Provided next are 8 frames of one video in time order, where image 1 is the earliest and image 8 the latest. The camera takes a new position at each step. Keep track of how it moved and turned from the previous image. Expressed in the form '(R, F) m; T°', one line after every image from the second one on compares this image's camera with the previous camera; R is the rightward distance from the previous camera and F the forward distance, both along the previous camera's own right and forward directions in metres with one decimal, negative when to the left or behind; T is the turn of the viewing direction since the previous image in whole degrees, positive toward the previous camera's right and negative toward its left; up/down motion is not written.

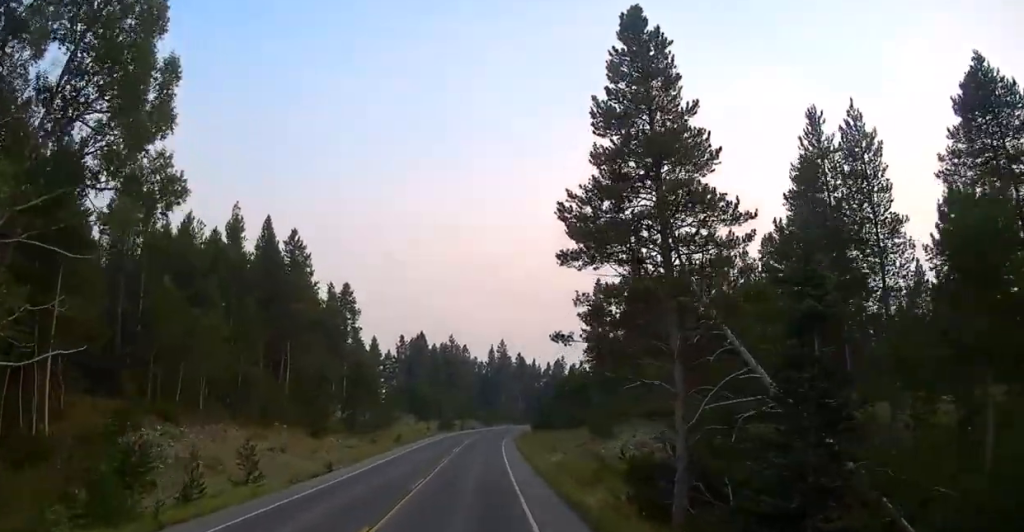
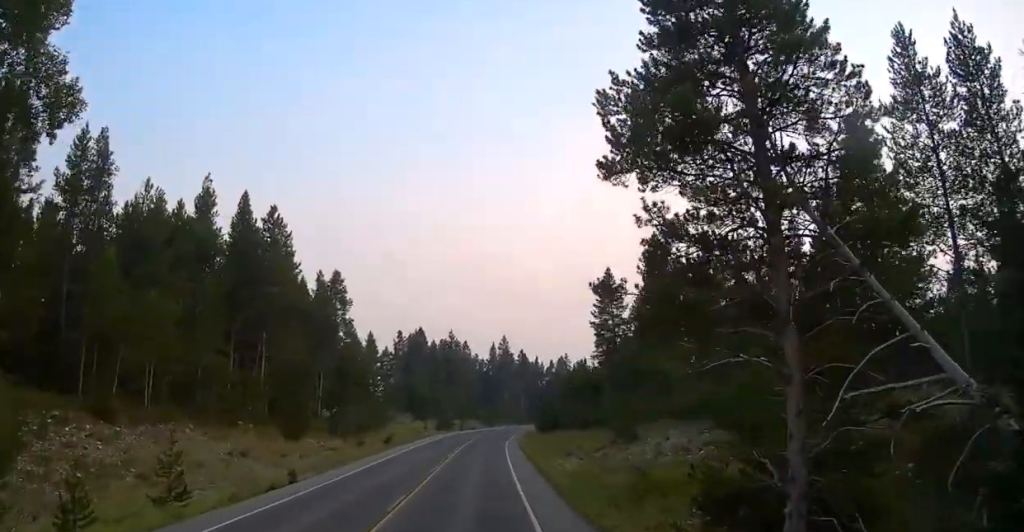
(+0.6, +5.1) m; -5°
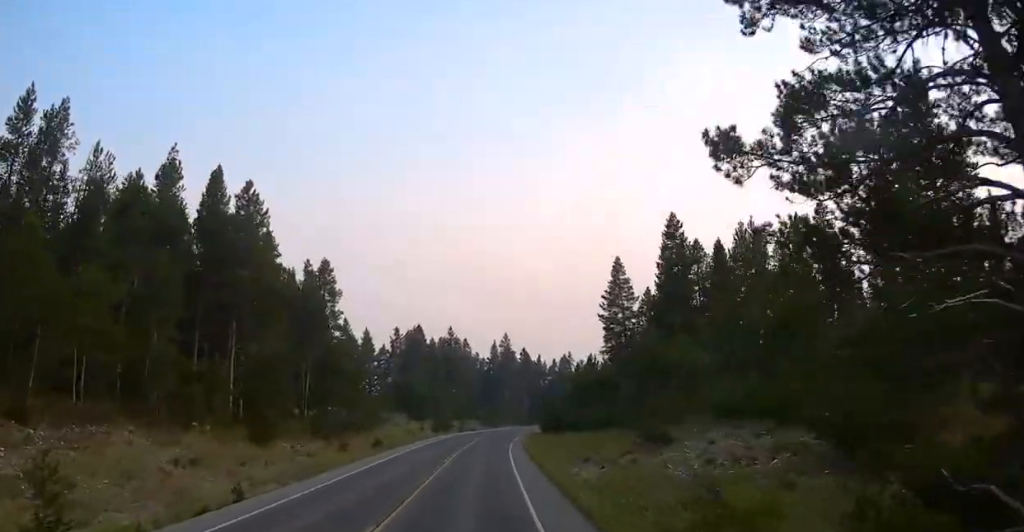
(-0.8, +6.4) m; -2°
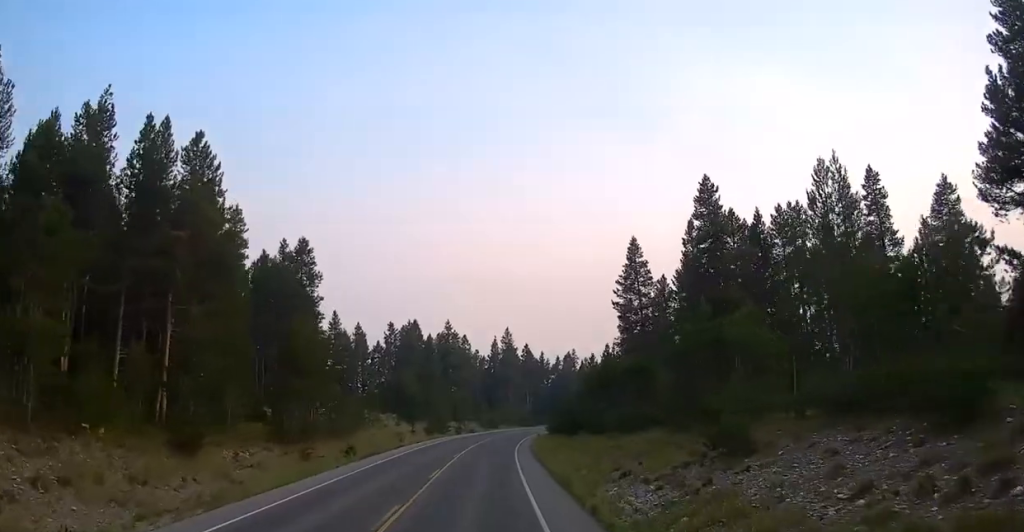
(-1.2, +10.2) m; -2°
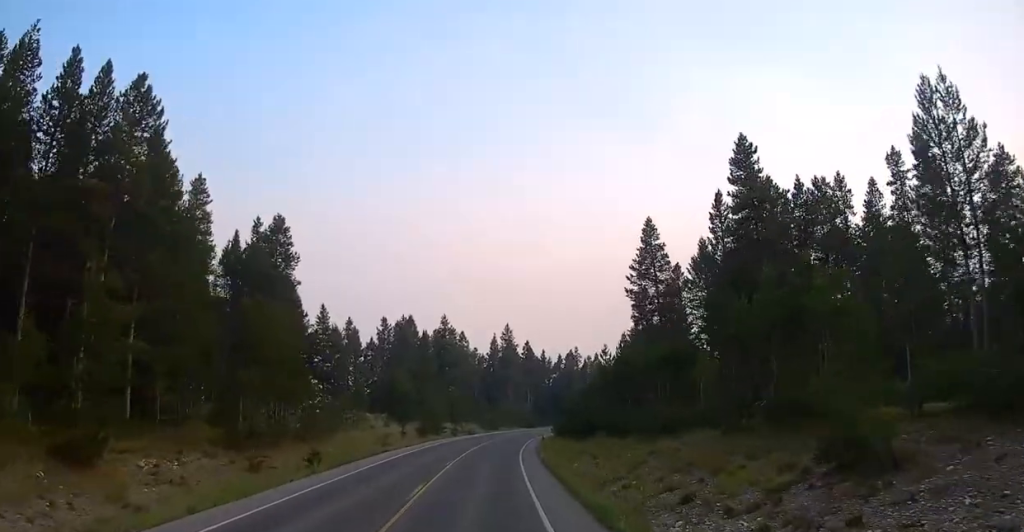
(+0.5, +7.8) m; +2°
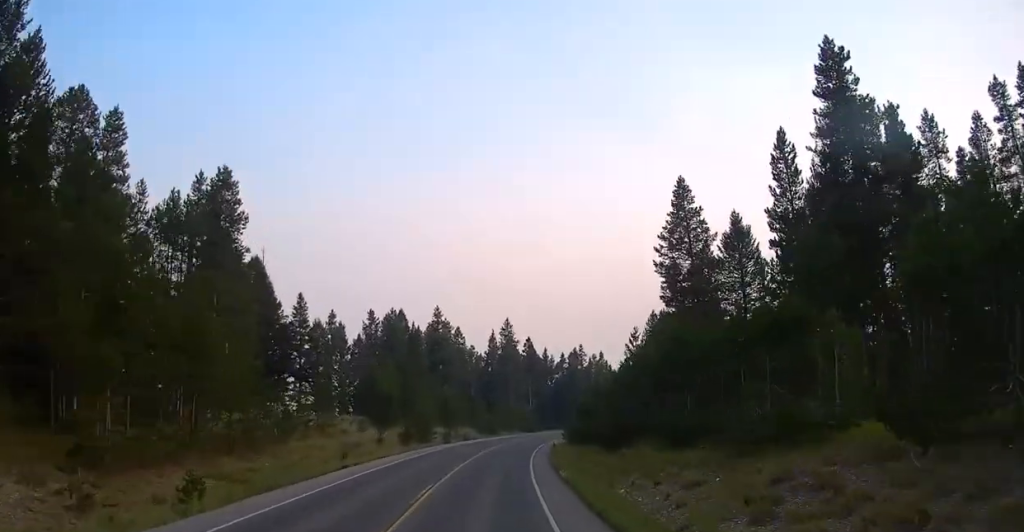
(+0.6, +12.8) m; +3°
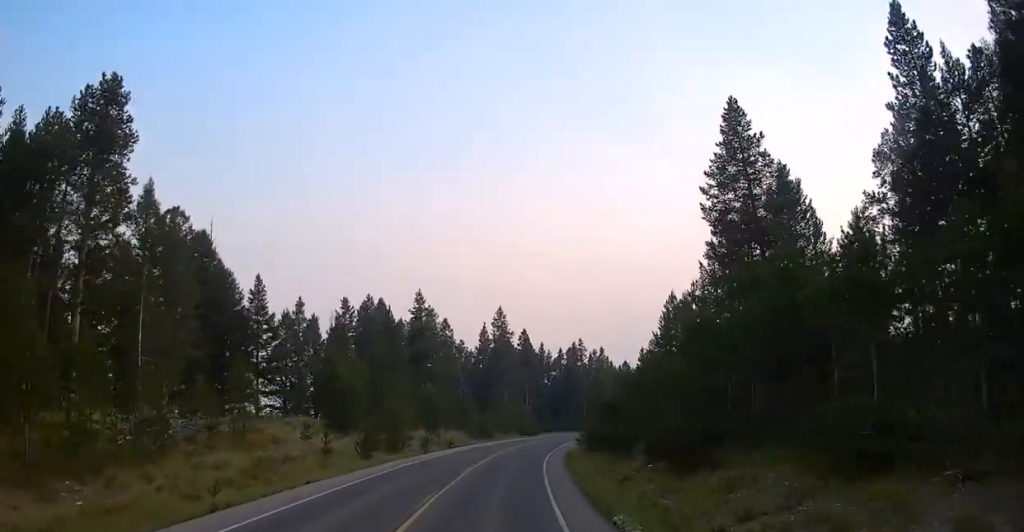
(+0.1, +15.1) m; 0°
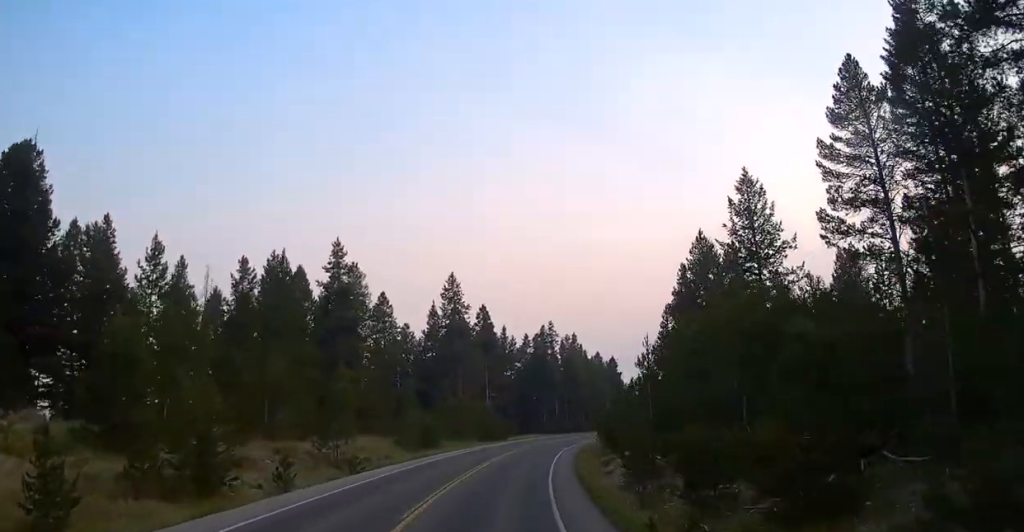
(+0.9, +26.4) m; +6°
